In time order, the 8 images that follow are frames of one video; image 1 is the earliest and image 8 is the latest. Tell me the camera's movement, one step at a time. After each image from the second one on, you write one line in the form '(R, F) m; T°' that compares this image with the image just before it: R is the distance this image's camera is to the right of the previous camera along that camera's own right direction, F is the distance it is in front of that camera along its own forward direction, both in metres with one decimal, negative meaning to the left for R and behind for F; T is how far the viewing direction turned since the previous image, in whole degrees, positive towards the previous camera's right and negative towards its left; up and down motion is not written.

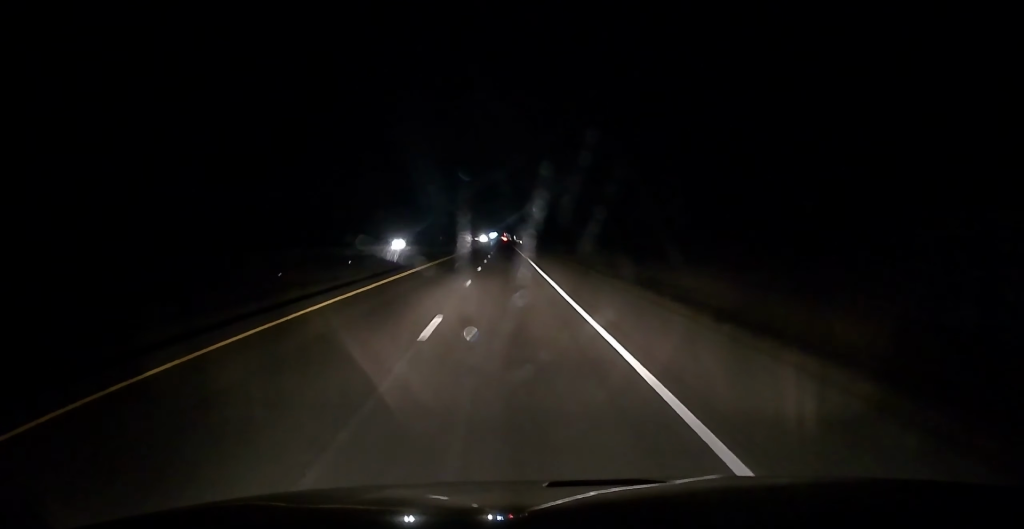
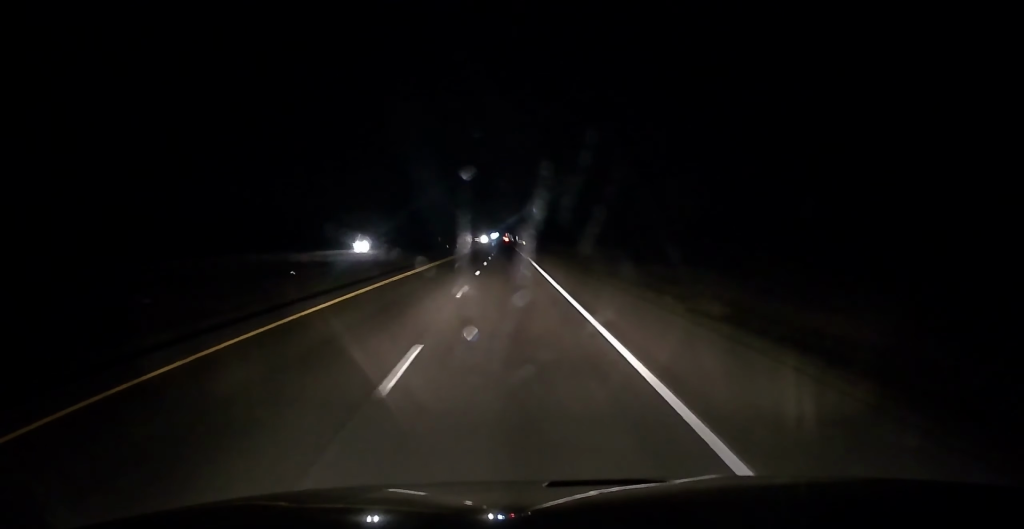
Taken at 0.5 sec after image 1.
(+0.1, +16.1) m; 0°
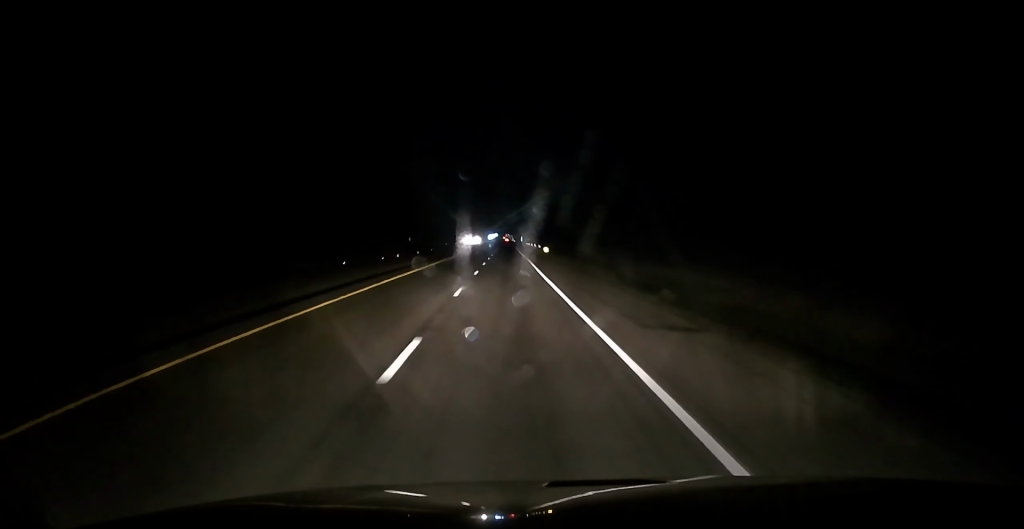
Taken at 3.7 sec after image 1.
(-0.6, +96.9) m; -1°
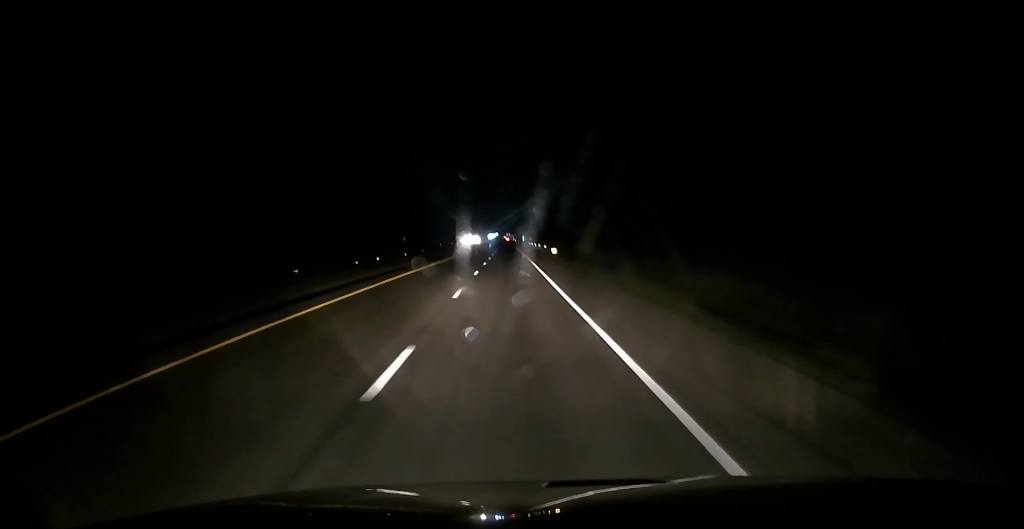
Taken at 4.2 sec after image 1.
(+0.1, +13.1) m; 0°
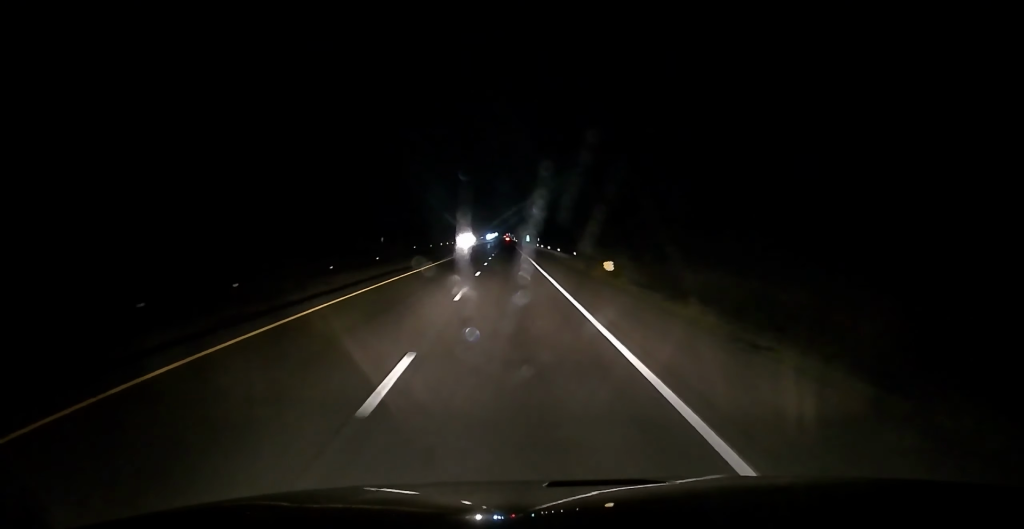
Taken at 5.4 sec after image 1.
(+0.2, +37.3) m; 0°
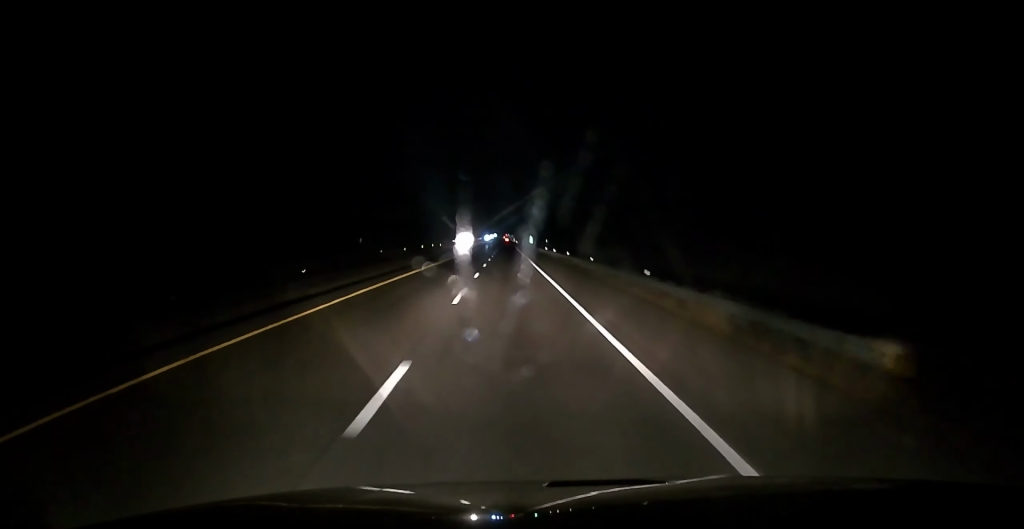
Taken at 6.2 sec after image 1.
(0.0, +25.2) m; 0°
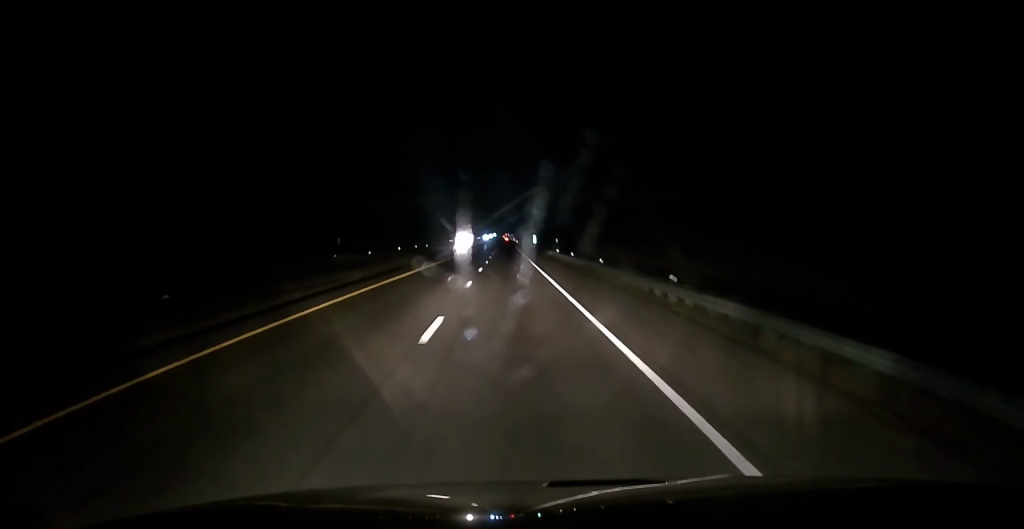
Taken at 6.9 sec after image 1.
(0.0, +19.1) m; 0°
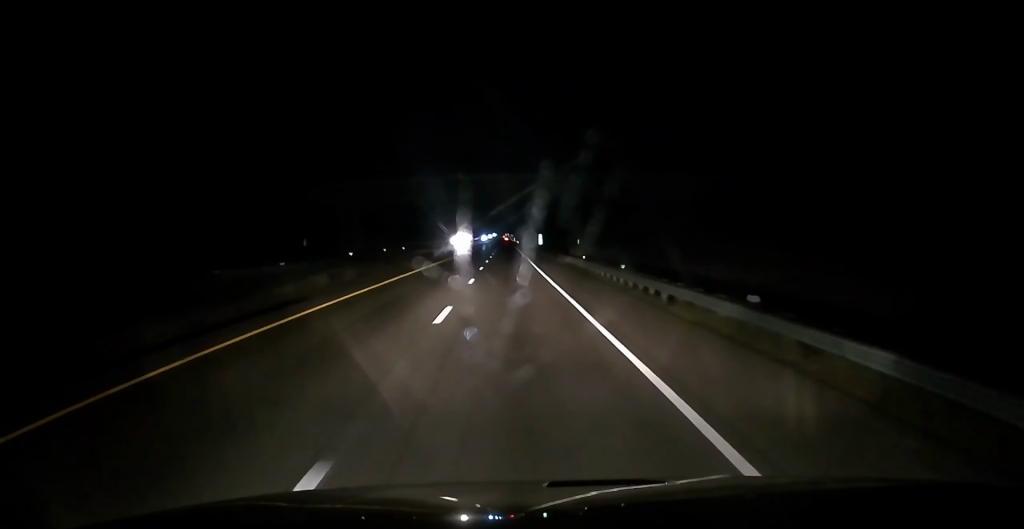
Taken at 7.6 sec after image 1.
(+0.4, +22.1) m; -1°
